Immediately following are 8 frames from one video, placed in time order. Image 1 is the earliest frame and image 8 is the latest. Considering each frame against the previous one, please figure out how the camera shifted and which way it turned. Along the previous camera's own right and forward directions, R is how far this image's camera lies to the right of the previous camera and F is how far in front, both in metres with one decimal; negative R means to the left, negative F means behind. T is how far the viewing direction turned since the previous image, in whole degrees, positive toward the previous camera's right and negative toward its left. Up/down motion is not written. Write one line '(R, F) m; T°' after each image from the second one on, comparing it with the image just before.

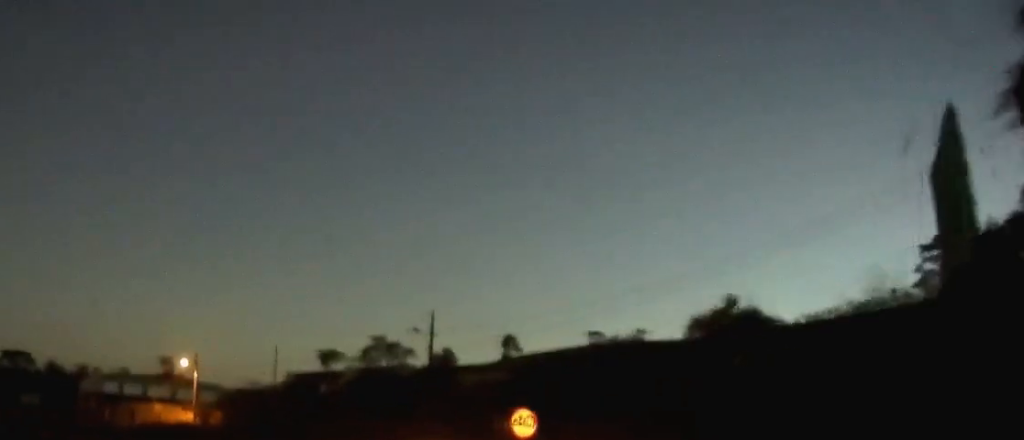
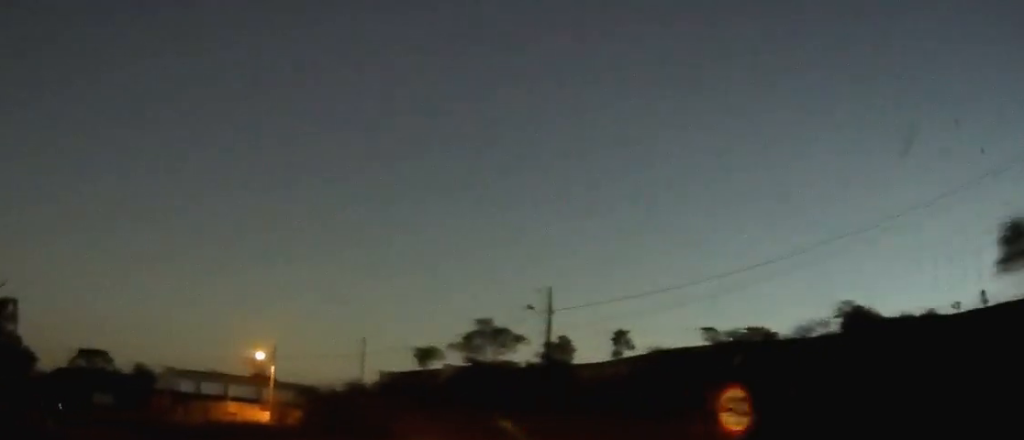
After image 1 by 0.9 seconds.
(-0.6, +10.7) m; -7°
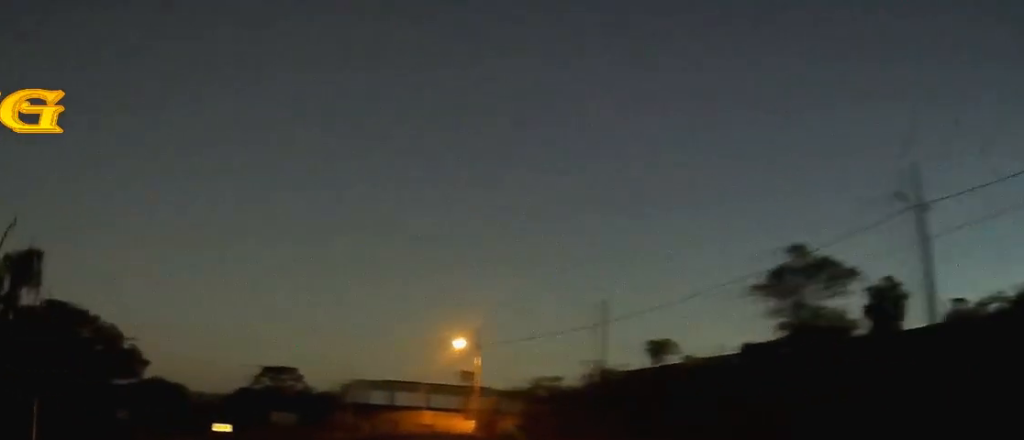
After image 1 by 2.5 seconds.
(-2.9, +22.0) m; -17°
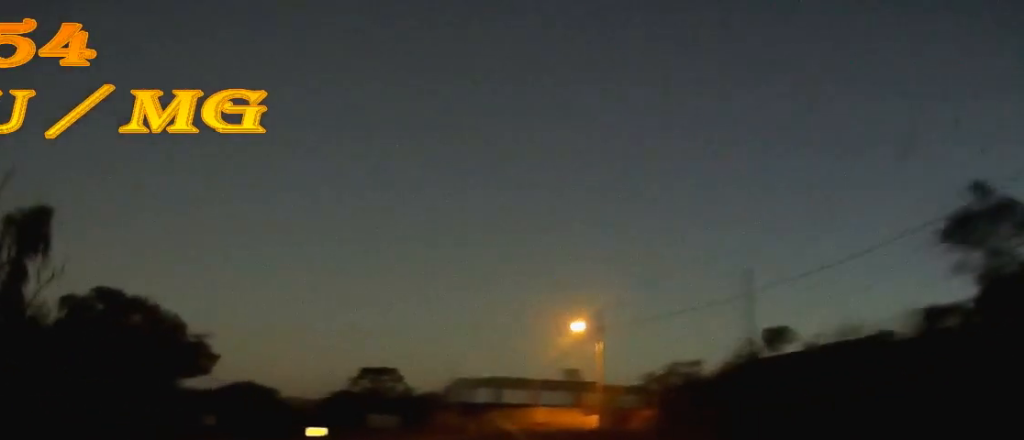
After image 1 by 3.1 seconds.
(-0.7, +8.3) m; -6°
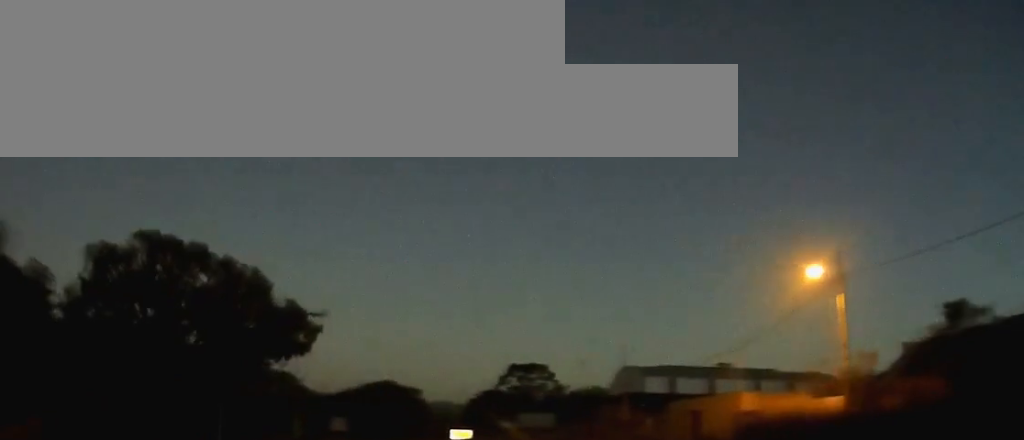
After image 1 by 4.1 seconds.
(-1.2, +15.6) m; -6°
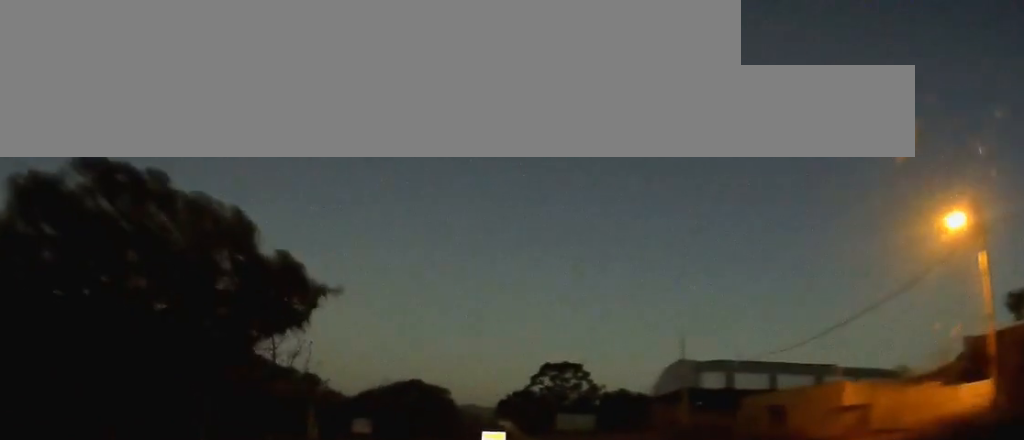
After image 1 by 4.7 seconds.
(-0.2, +10.1) m; -2°
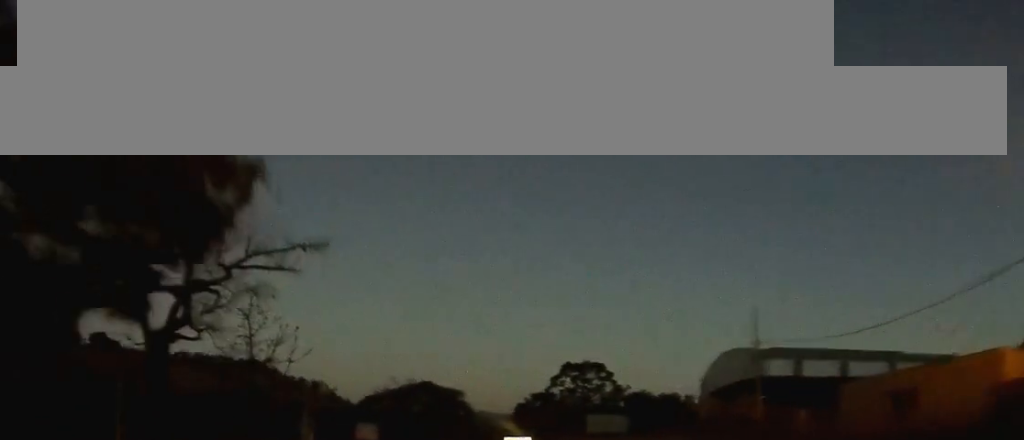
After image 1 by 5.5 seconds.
(-0.2, +13.2) m; -1°
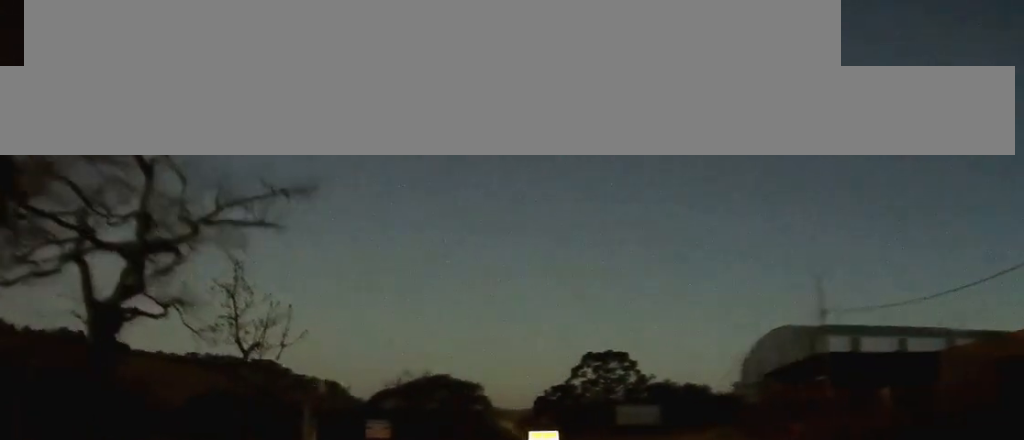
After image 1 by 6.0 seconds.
(-0.1, +8.0) m; 0°
